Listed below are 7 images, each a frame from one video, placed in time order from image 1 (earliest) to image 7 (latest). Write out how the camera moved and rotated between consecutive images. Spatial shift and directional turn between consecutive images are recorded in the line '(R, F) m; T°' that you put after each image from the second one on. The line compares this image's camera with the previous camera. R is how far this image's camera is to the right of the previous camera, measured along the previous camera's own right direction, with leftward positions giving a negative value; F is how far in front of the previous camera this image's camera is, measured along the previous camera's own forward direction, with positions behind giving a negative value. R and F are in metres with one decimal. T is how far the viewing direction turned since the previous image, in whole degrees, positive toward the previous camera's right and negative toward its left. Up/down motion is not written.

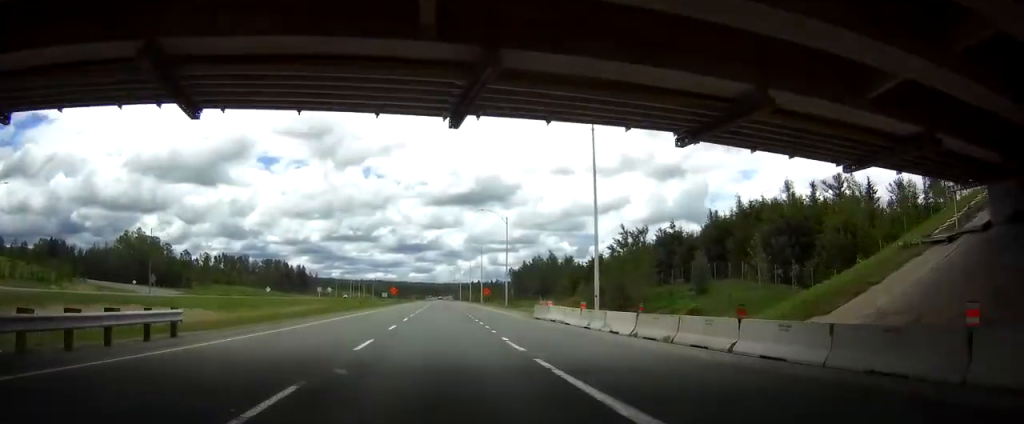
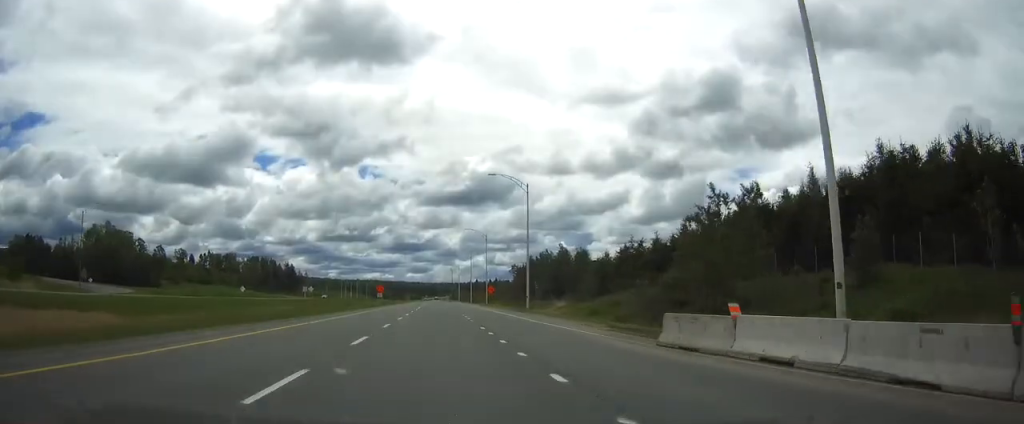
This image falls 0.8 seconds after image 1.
(+0.1, +25.9) m; 0°
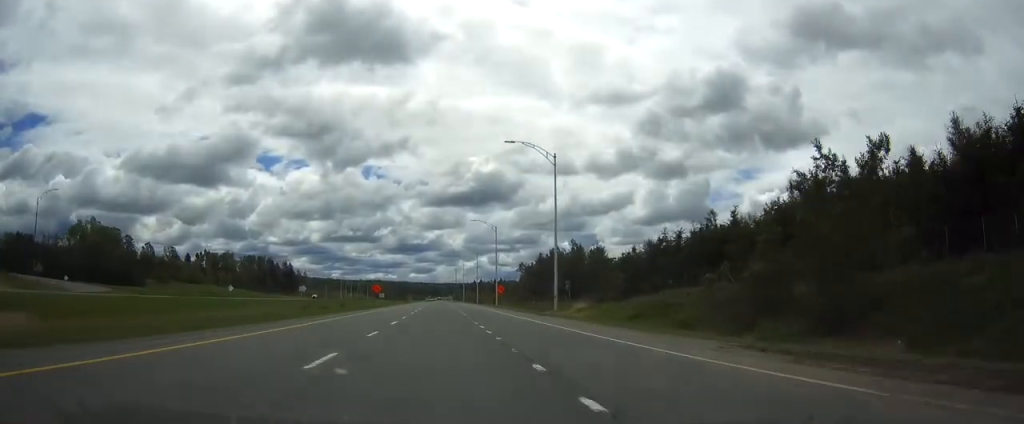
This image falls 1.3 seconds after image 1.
(0.0, +14.5) m; 0°
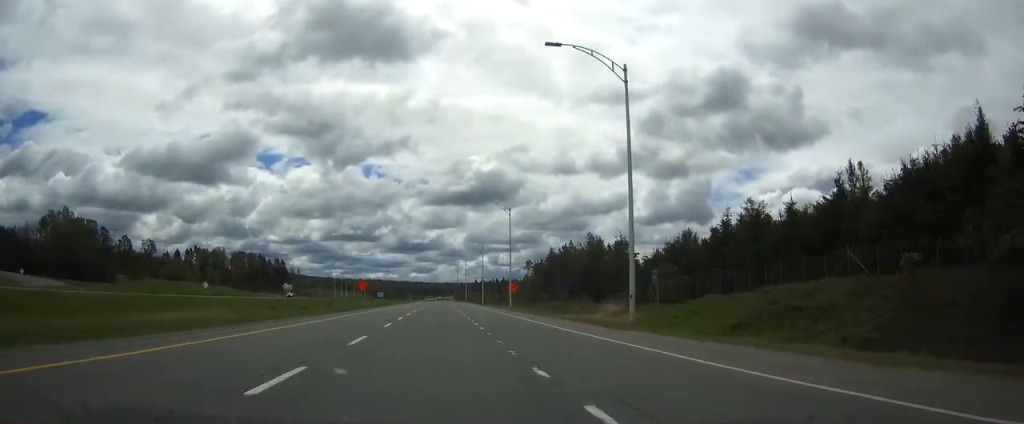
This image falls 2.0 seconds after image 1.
(0.0, +20.7) m; 0°
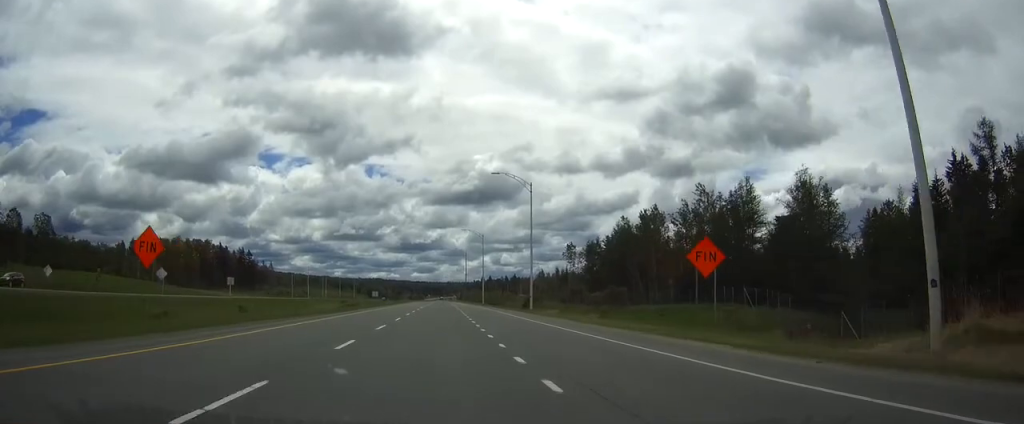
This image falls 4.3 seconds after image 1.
(-0.2, +73.3) m; -1°
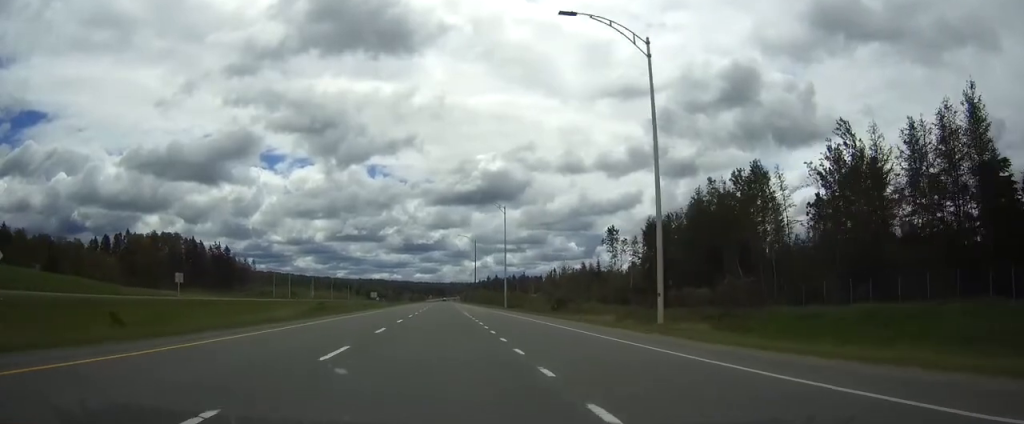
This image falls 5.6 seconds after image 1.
(-0.1, +38.2) m; 0°
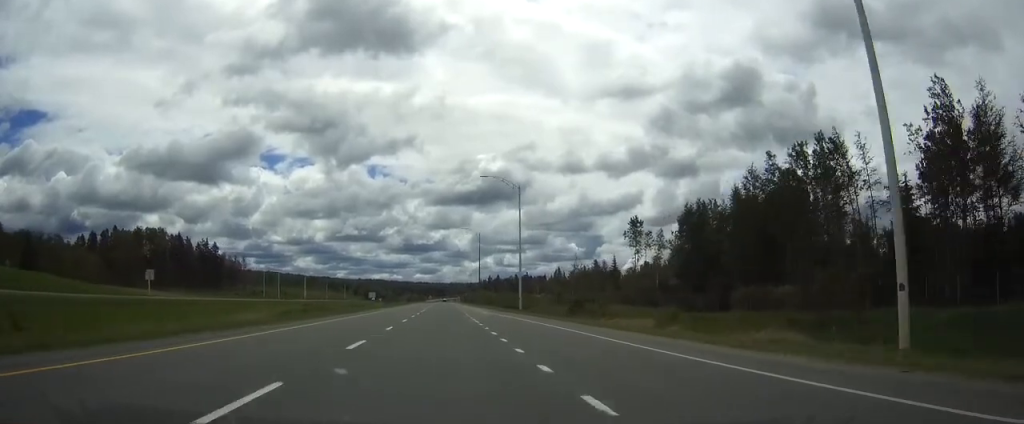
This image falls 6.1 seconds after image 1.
(0.0, +15.5) m; 0°
